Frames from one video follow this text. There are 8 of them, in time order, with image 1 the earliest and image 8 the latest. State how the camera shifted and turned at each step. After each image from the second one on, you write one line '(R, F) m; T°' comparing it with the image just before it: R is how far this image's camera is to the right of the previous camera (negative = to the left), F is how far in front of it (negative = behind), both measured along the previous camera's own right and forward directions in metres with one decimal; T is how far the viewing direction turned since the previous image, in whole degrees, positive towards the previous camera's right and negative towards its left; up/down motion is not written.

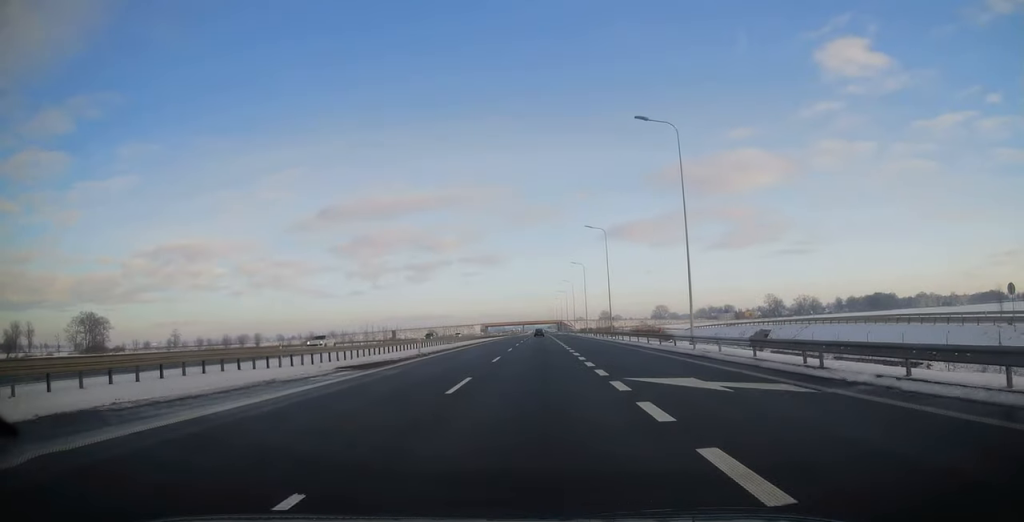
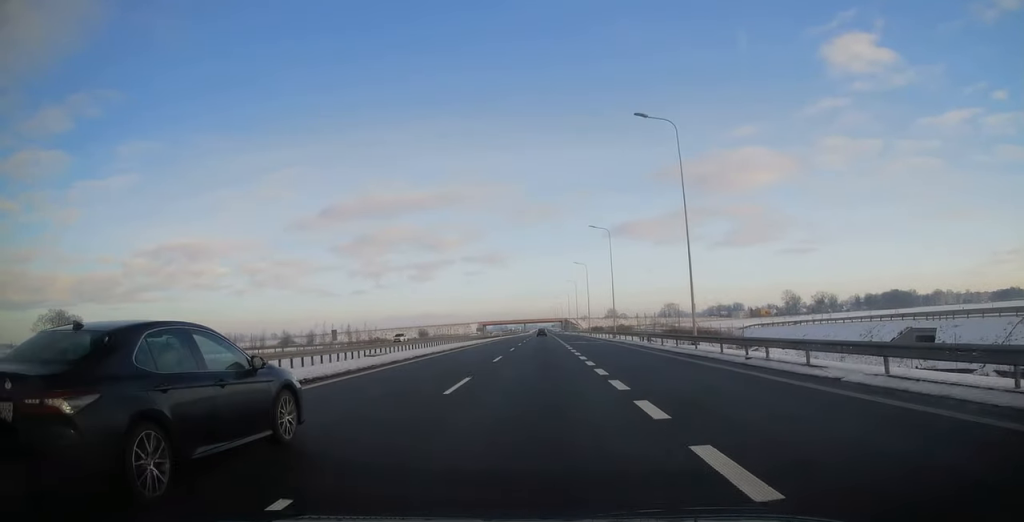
(-0.1, +36.0) m; 0°
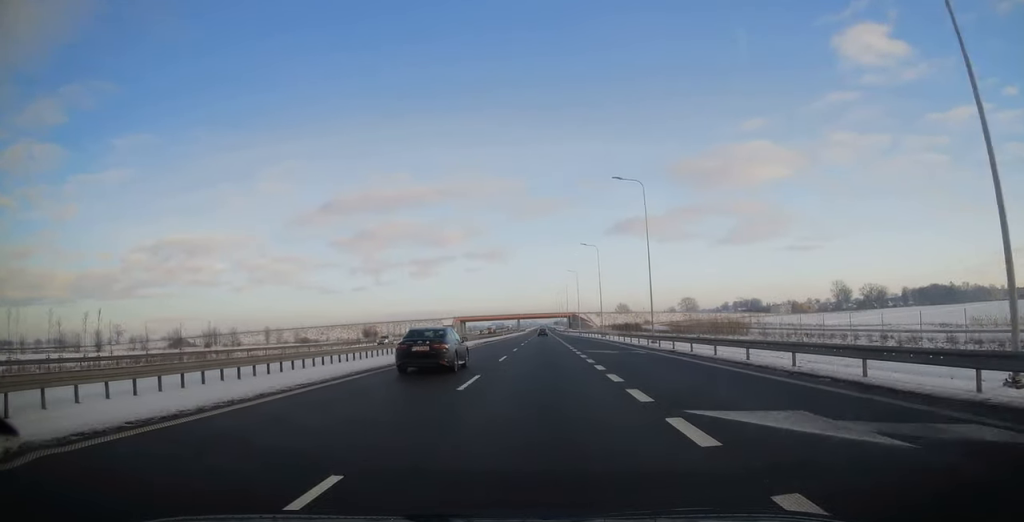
(-0.2, +94.3) m; 0°
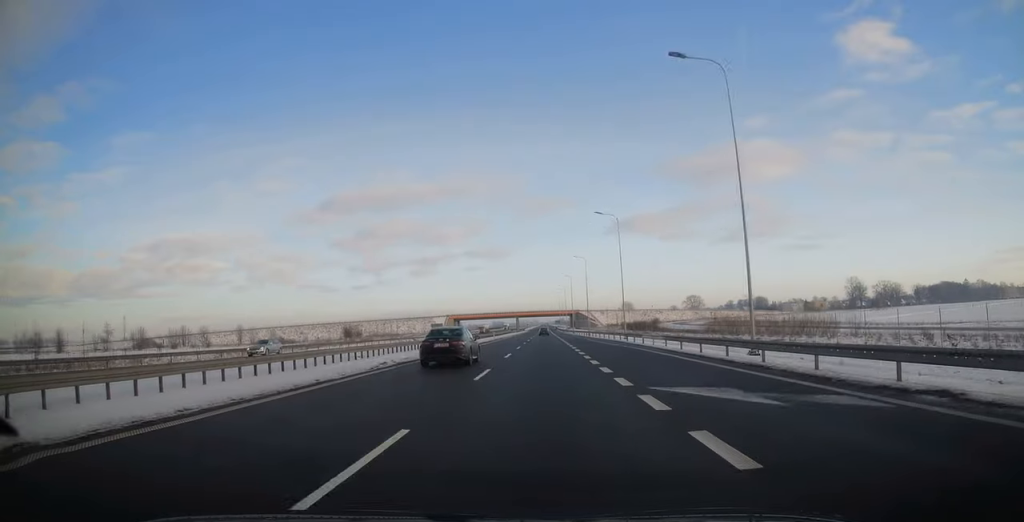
(-0.1, +21.3) m; 0°
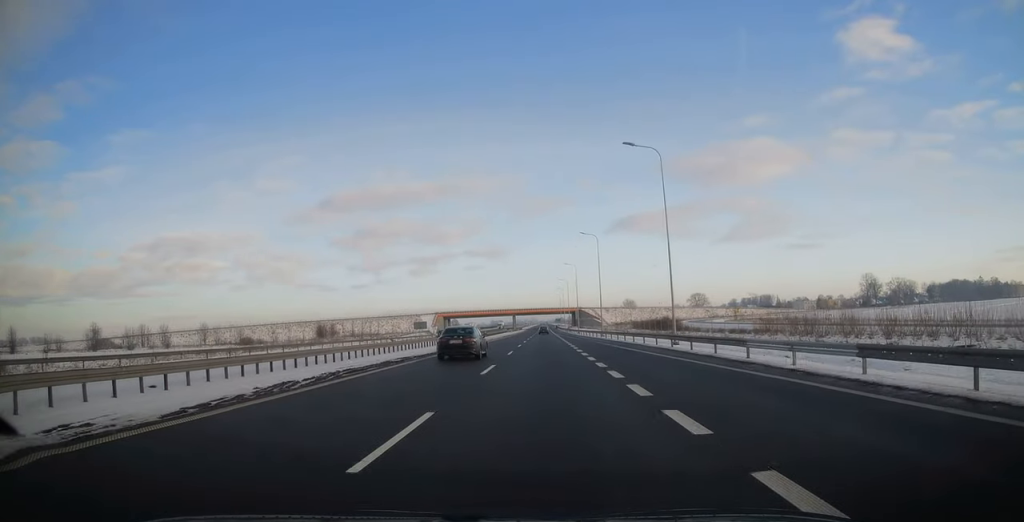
(0.0, +22.4) m; 0°
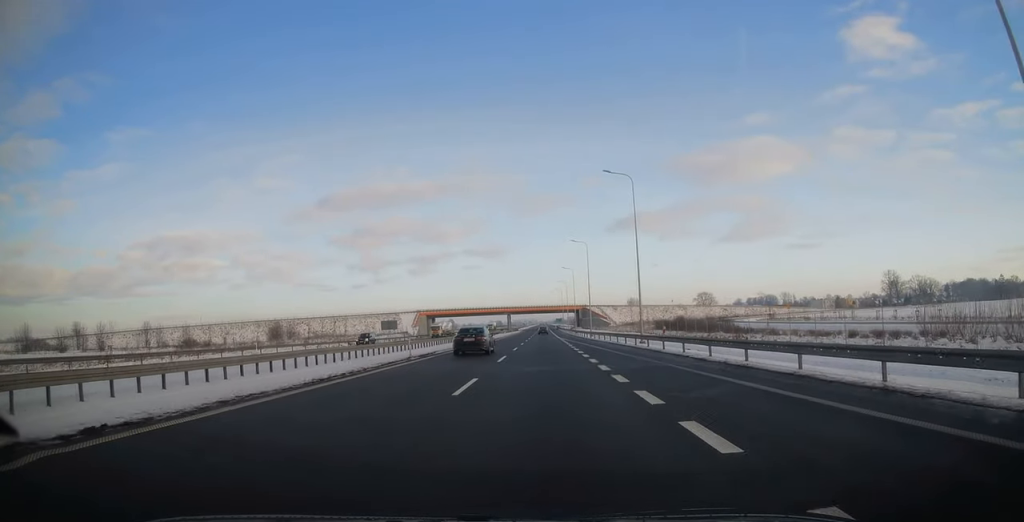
(+0.3, +29.3) m; +1°
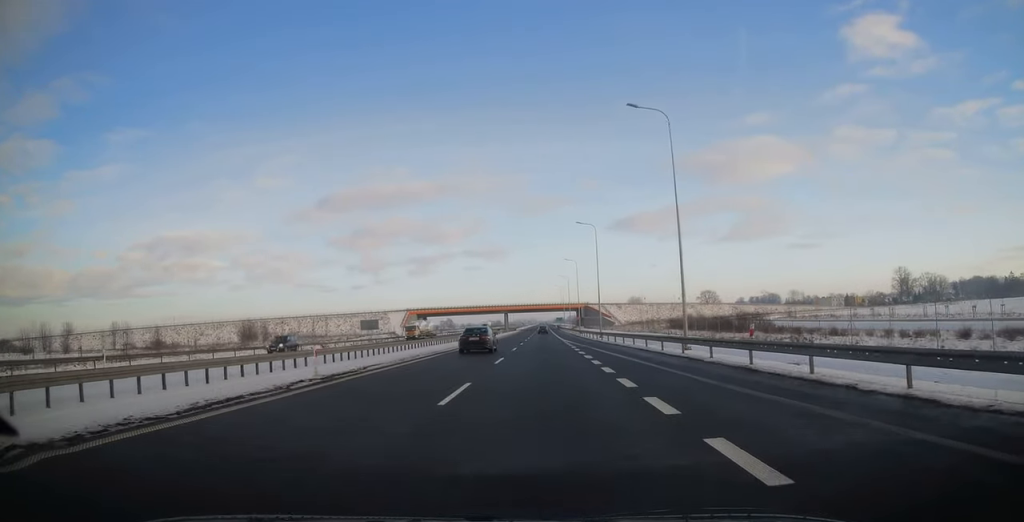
(0.0, +13.3) m; 0°
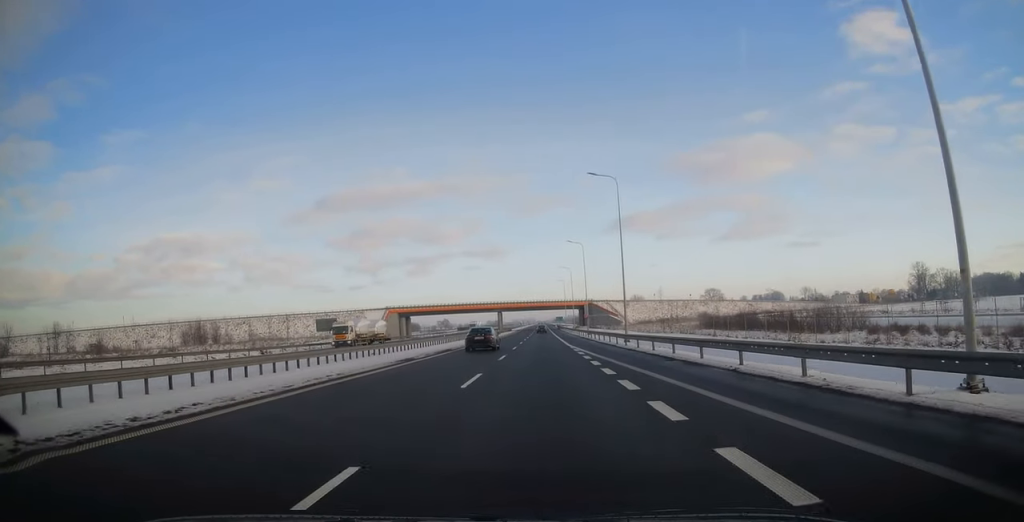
(+0.1, +20.8) m; -1°
